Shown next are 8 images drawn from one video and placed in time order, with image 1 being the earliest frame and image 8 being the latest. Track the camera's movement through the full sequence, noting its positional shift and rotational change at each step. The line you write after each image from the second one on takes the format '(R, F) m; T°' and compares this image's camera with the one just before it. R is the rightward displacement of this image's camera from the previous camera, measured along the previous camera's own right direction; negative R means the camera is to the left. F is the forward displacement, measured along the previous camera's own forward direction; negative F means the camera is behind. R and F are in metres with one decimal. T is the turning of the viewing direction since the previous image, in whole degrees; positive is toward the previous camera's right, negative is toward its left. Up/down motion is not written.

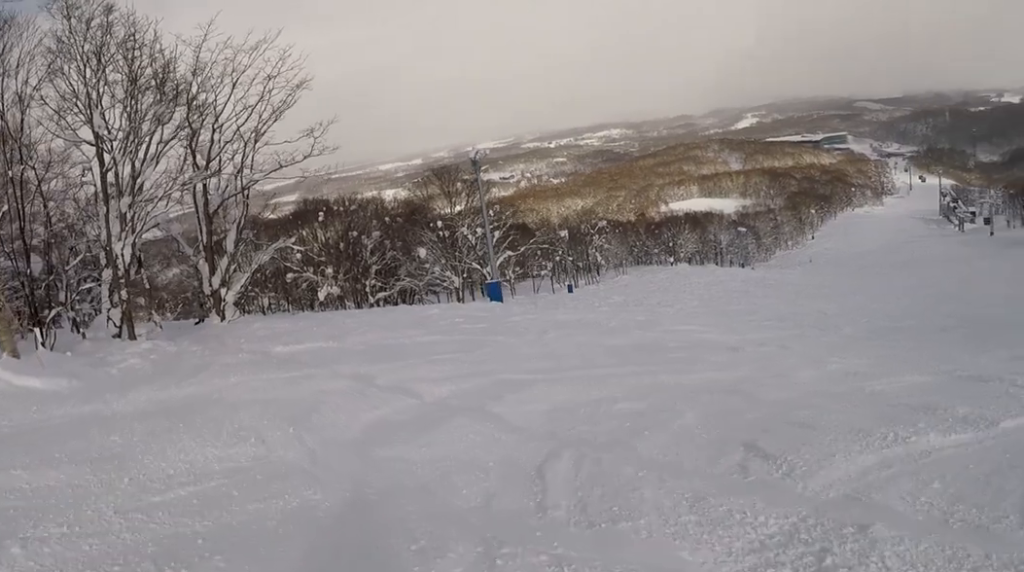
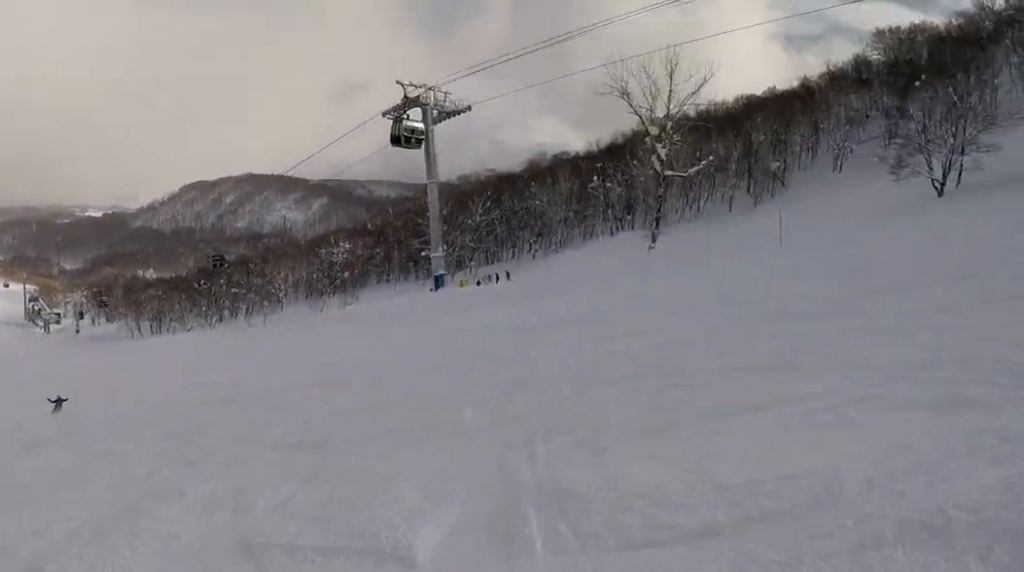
(+10.5, +10.6) m; +81°
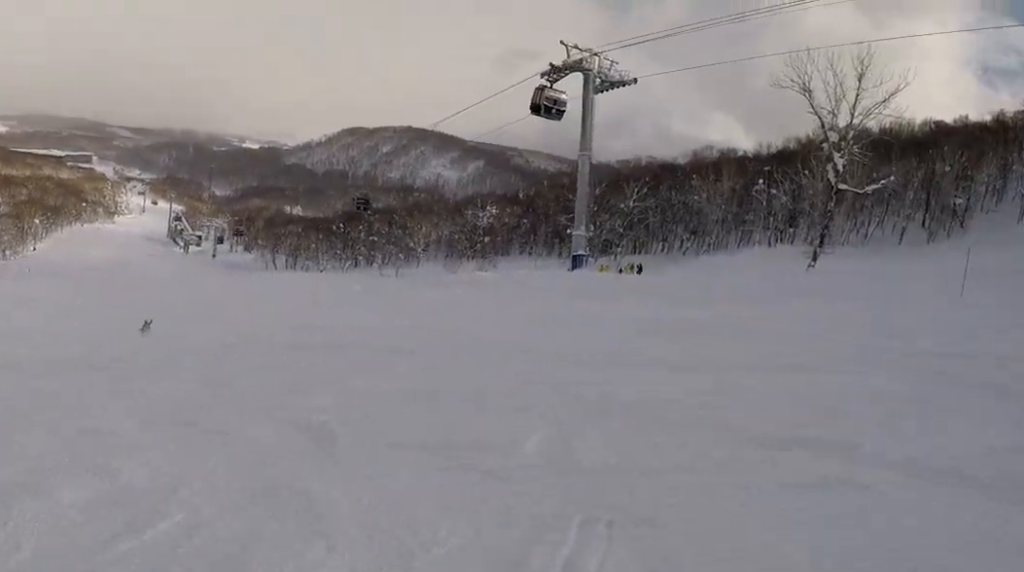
(+0.3, +3.3) m; +1°
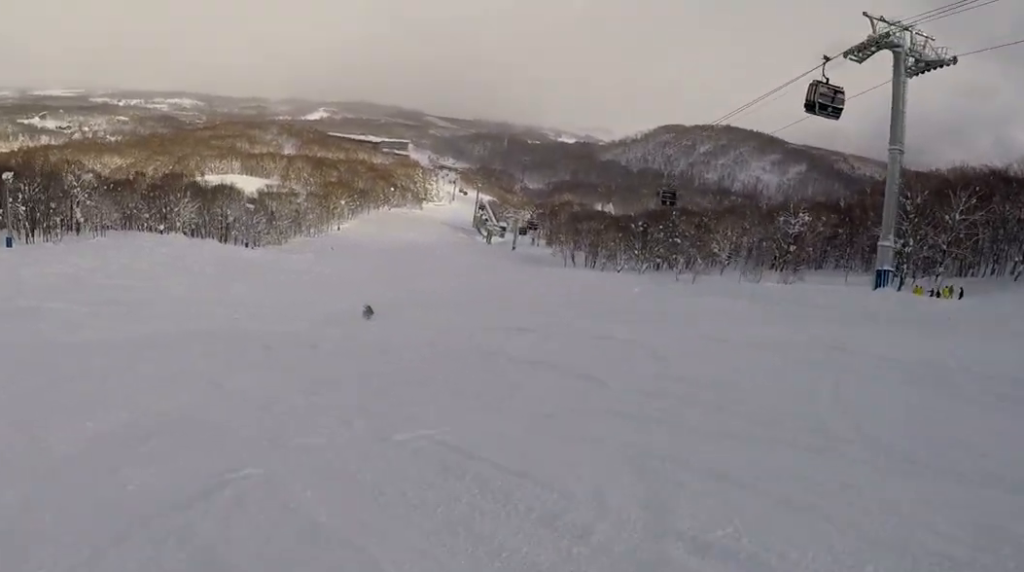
(+0.3, +5.8) m; -13°
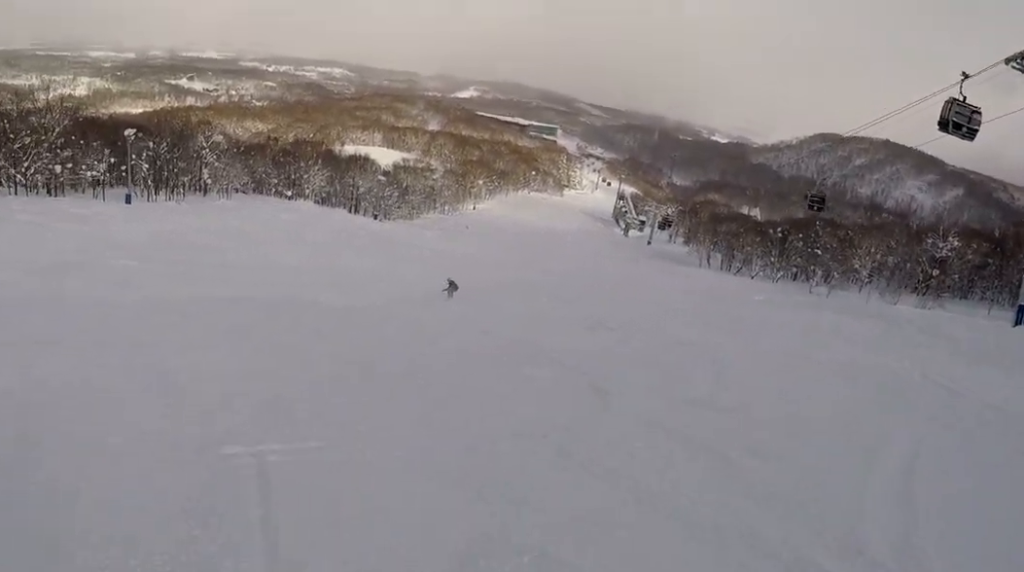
(-0.5, +4.1) m; -23°
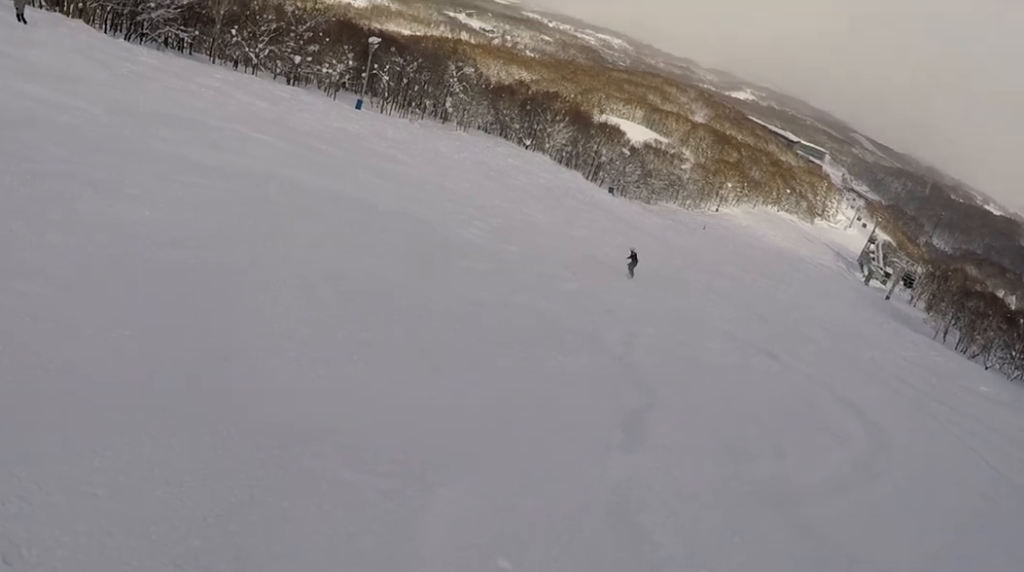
(-1.8, +5.0) m; -27°
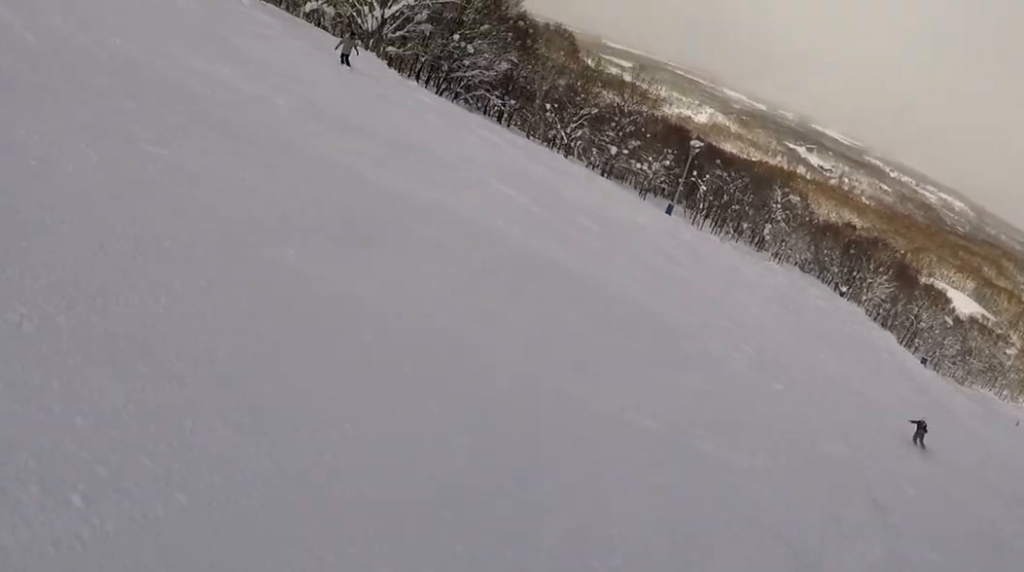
(-1.1, +5.1) m; -26°
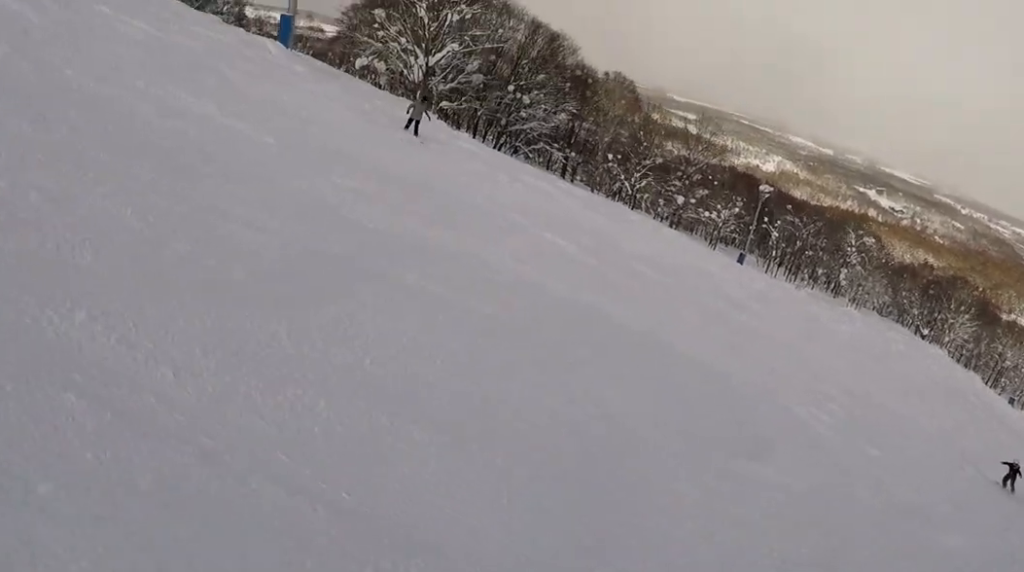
(+0.2, +2.8) m; -15°
